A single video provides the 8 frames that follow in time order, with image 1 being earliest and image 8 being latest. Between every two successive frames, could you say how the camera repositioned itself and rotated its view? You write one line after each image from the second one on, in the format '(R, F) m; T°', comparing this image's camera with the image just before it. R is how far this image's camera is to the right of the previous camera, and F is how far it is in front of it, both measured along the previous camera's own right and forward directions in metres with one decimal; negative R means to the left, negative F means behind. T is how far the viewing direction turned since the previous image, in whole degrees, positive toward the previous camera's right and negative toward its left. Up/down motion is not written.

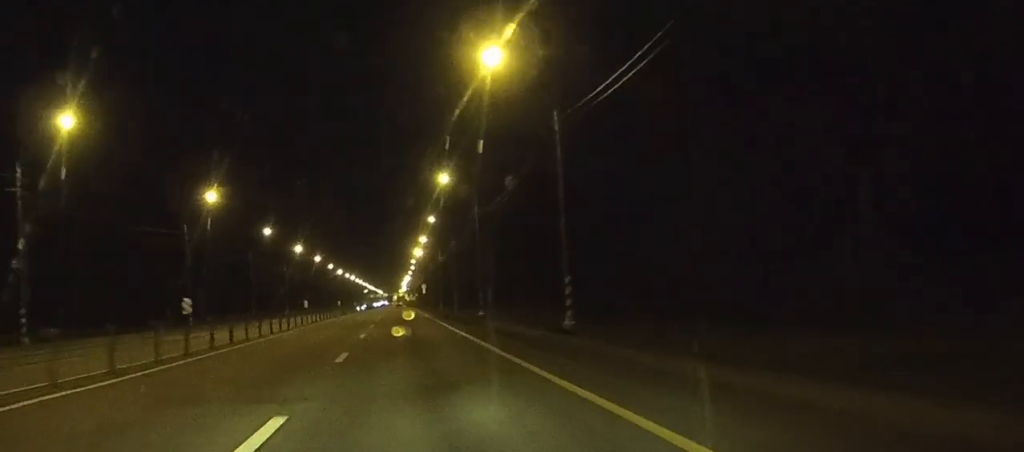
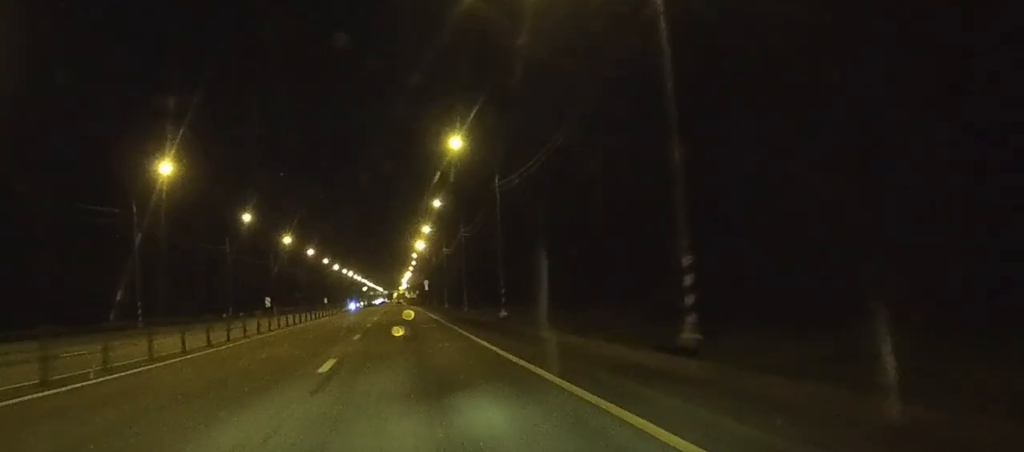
(0.0, +16.2) m; 0°
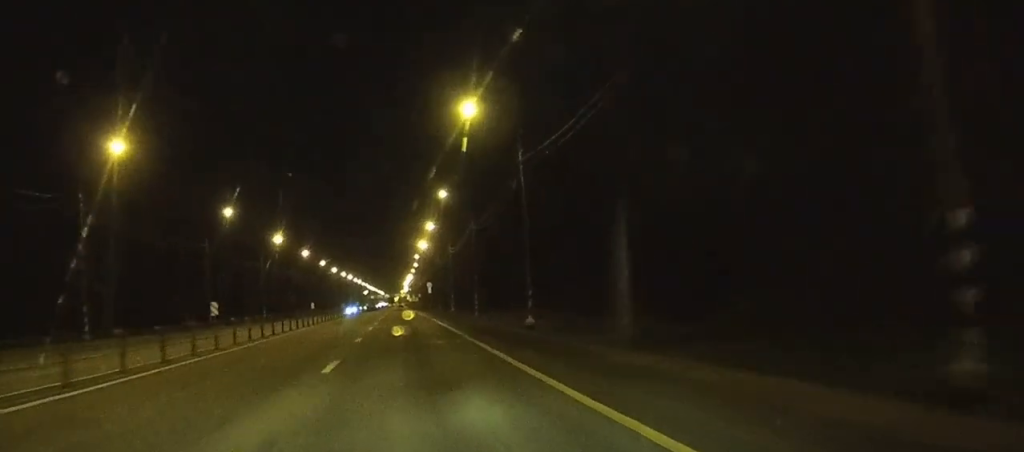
(0.0, +12.1) m; 0°
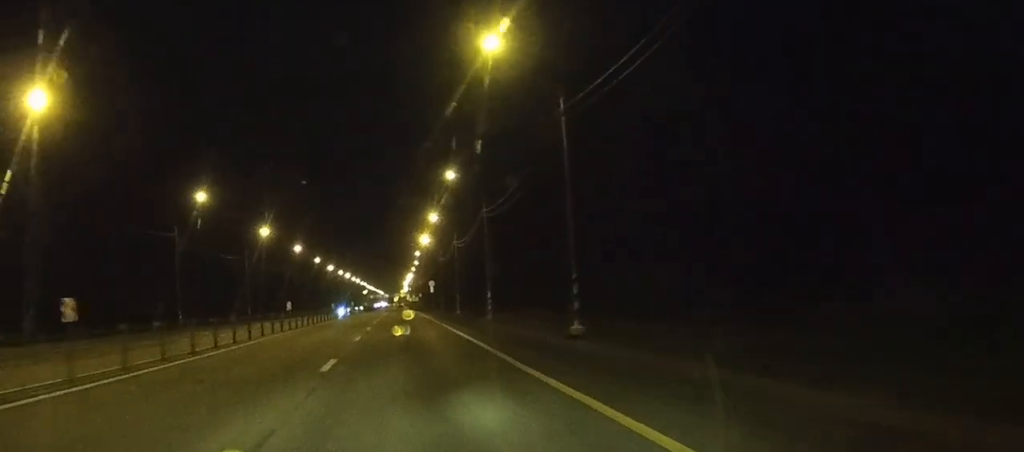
(0.0, +13.1) m; 0°
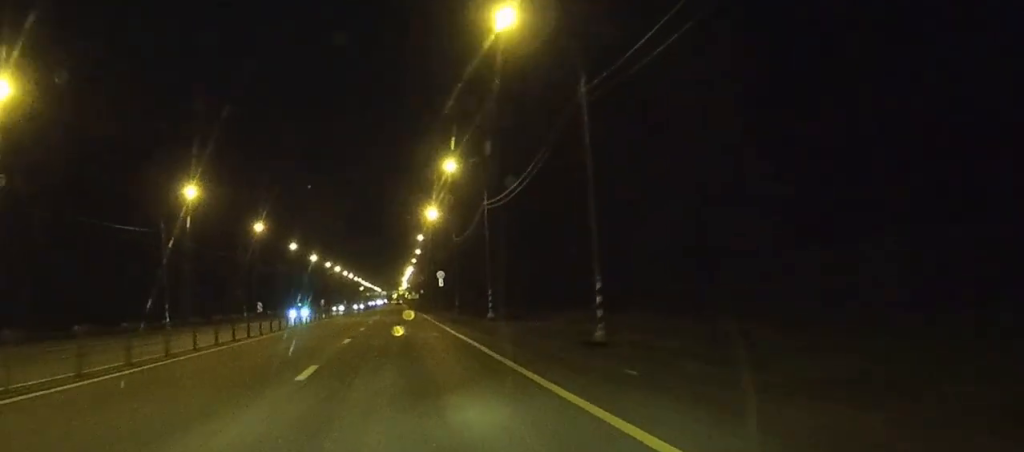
(0.0, +44.5) m; 0°
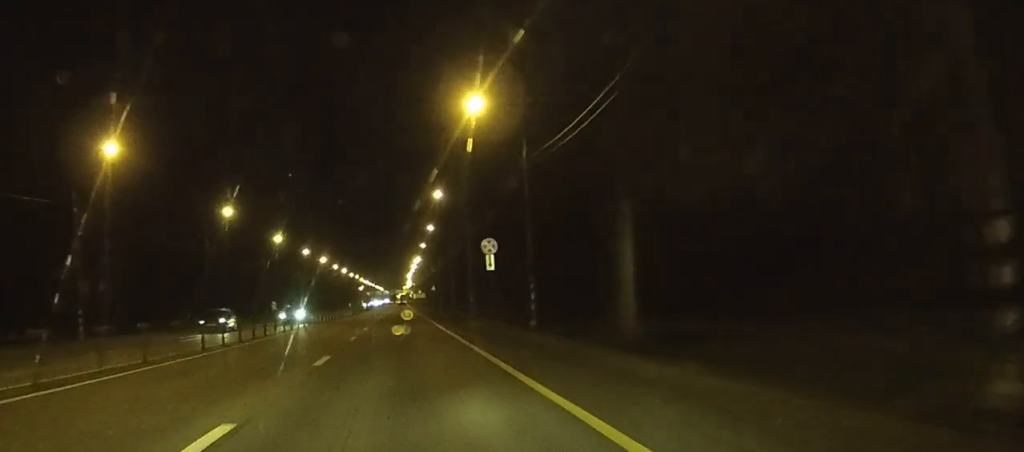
(-0.1, +55.2) m; 0°
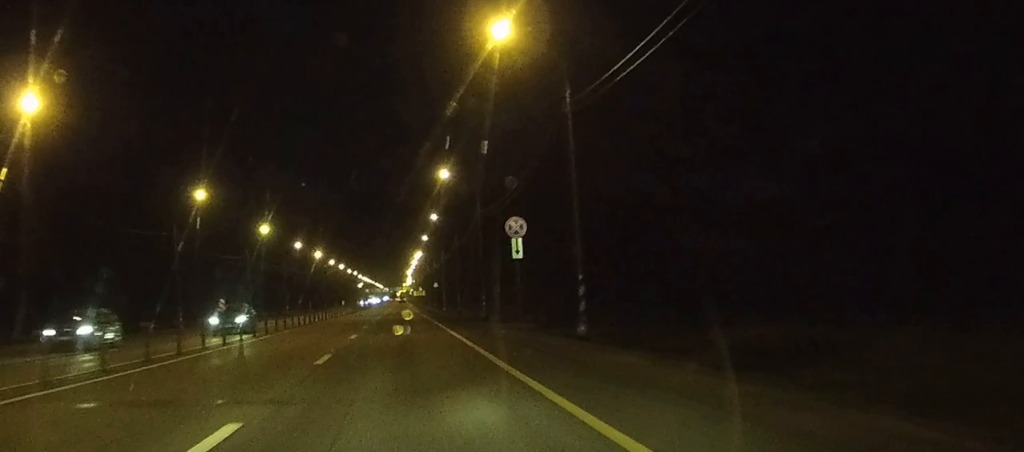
(0.0, +10.2) m; 0°
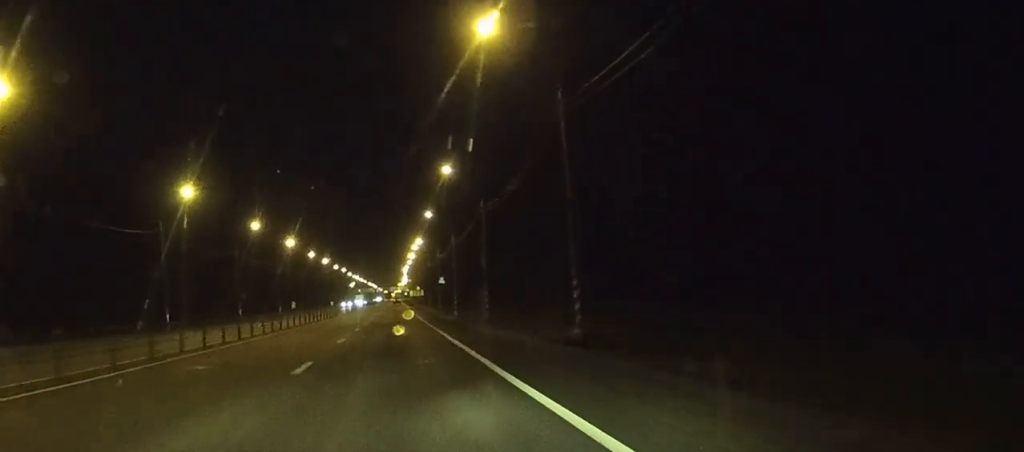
(-0.1, +32.7) m; 0°
